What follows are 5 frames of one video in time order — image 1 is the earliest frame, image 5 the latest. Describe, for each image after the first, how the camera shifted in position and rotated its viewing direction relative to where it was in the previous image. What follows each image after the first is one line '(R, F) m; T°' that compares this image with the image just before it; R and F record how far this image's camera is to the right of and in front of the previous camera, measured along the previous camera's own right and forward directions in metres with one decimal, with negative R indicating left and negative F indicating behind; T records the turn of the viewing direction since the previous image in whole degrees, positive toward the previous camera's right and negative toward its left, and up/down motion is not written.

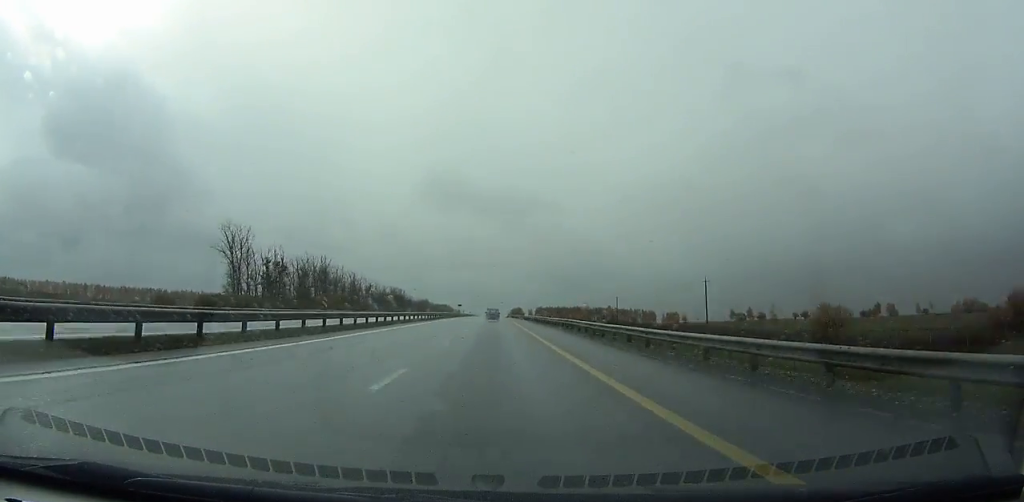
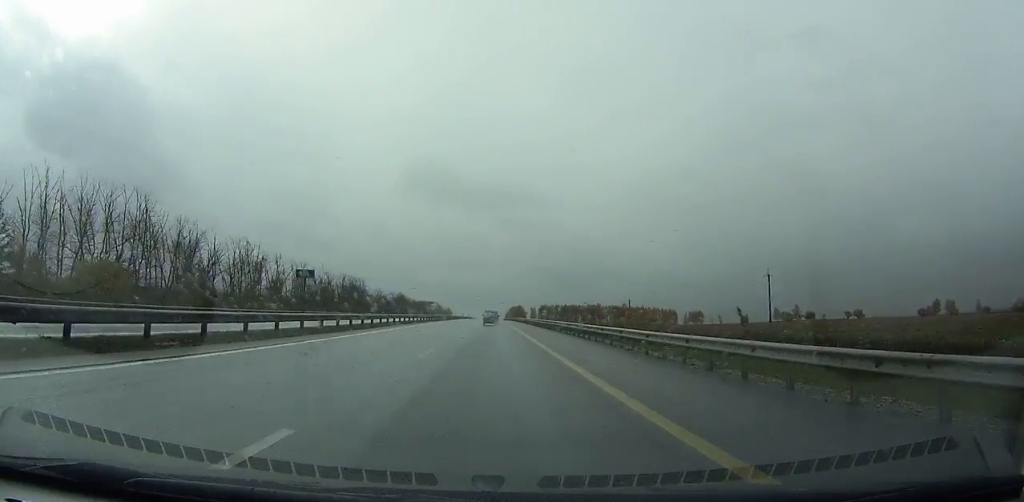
(0.0, +104.6) m; 0°
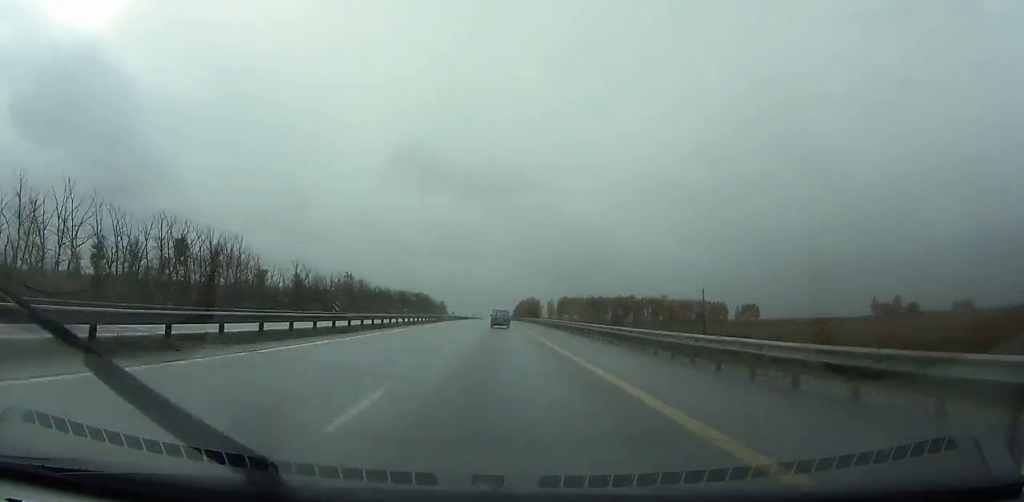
(-0.5, +137.5) m; -1°
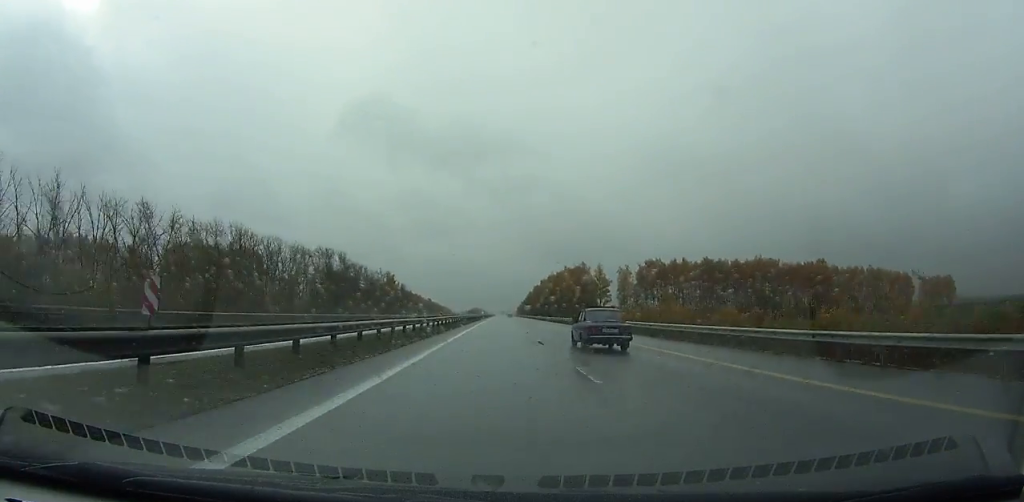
(-18.2, +267.7) m; 0°
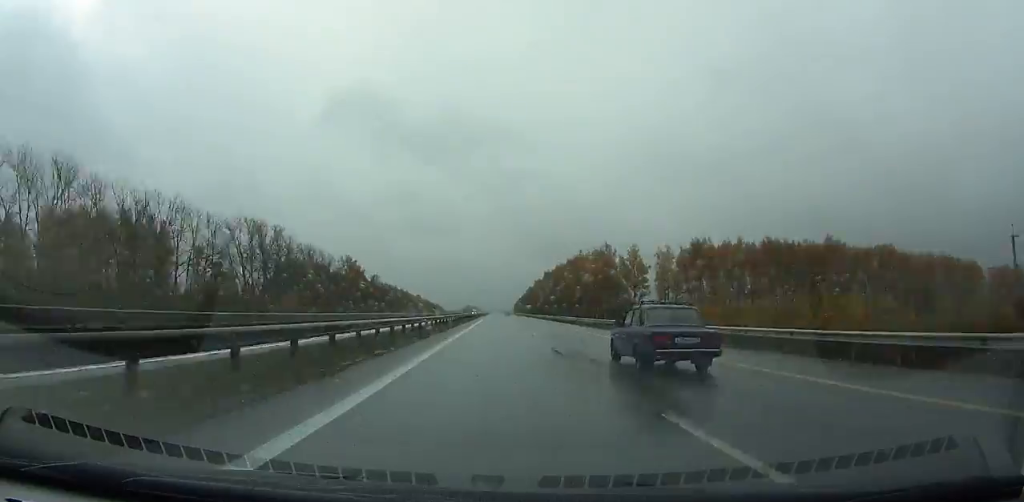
(+5.3, +51.9) m; +3°
